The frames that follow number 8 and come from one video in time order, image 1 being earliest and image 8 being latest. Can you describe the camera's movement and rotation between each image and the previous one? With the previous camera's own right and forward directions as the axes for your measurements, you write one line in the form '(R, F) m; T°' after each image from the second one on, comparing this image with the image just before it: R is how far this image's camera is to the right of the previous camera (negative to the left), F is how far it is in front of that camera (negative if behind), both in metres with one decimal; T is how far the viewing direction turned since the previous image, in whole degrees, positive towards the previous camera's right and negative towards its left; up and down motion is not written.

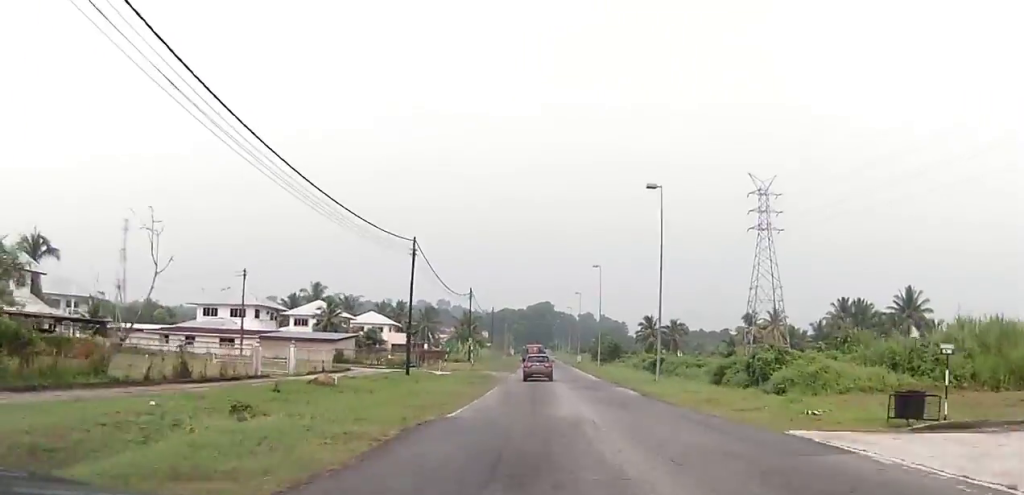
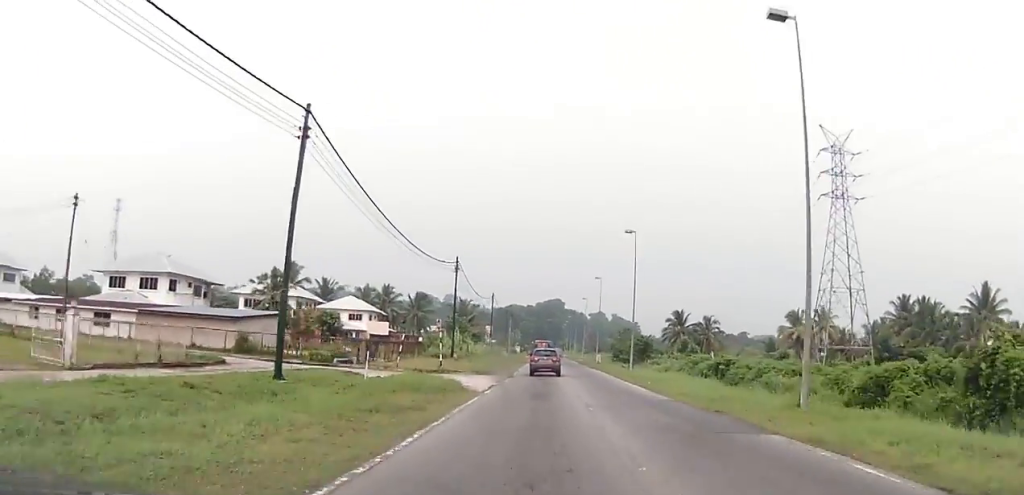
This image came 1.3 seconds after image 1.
(-0.5, +22.7) m; 0°
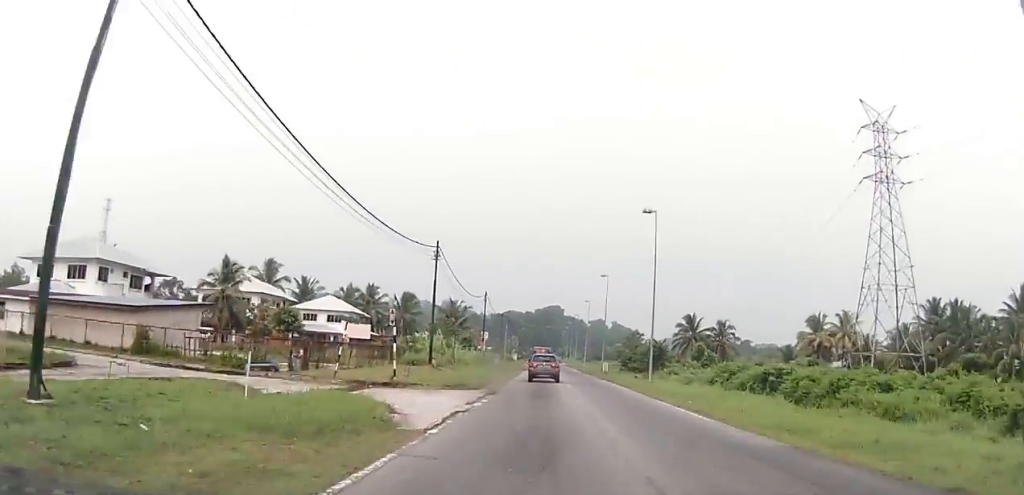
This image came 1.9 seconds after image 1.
(+0.1, +11.1) m; +1°
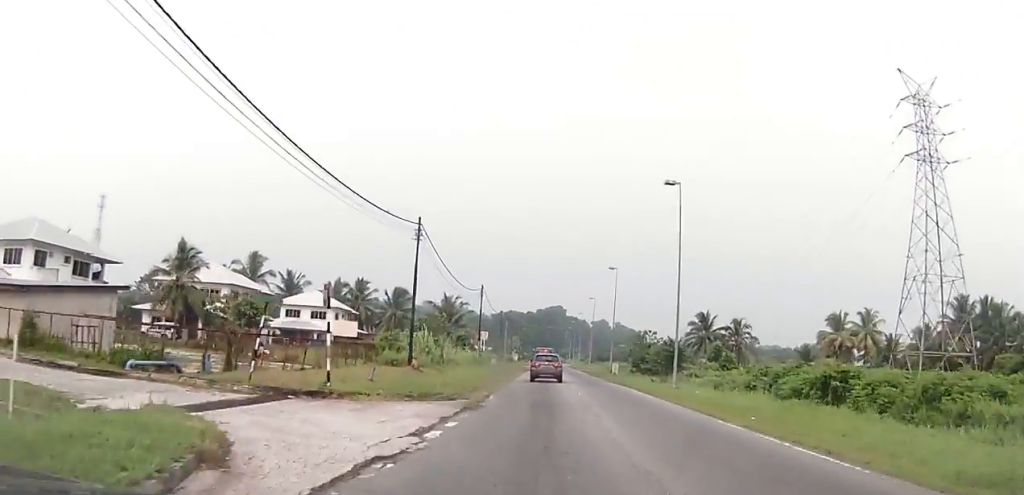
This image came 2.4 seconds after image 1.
(+0.3, +8.2) m; 0°
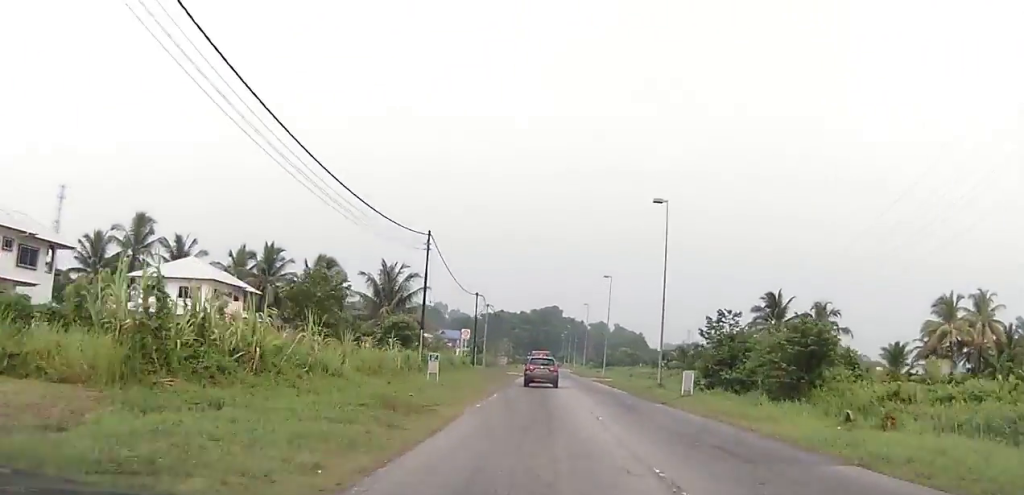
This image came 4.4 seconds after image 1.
(-0.8, +35.7) m; 0°
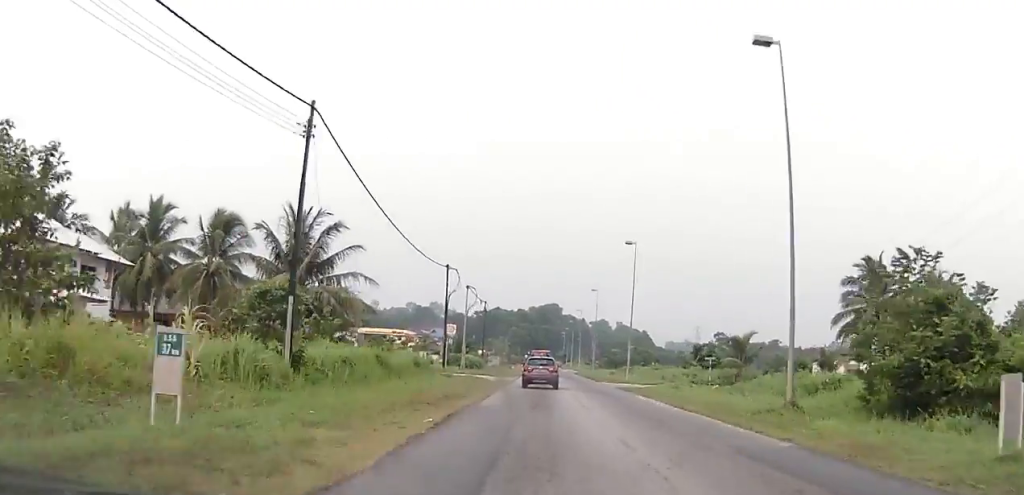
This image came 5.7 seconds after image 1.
(+0.5, +23.9) m; 0°
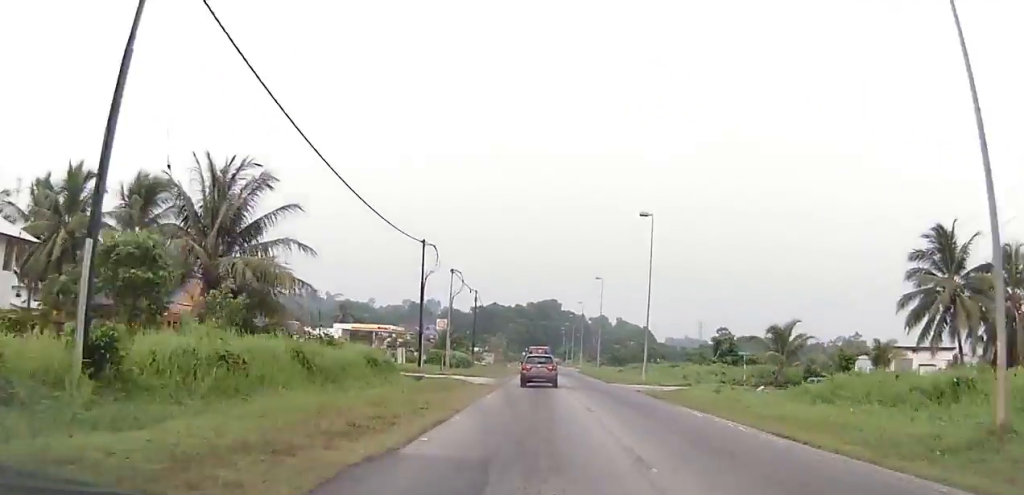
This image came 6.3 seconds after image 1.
(-0.3, +10.7) m; -1°
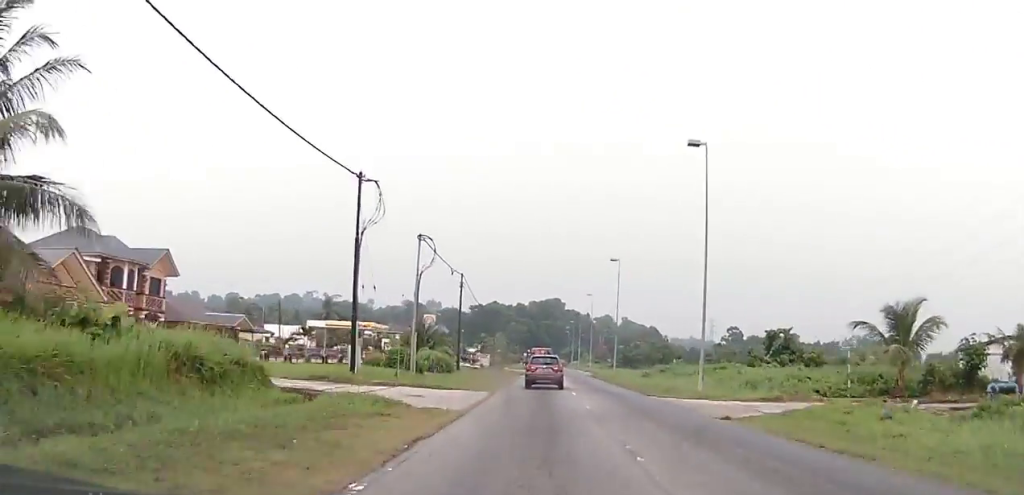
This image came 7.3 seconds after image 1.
(-0.1, +17.2) m; +1°
